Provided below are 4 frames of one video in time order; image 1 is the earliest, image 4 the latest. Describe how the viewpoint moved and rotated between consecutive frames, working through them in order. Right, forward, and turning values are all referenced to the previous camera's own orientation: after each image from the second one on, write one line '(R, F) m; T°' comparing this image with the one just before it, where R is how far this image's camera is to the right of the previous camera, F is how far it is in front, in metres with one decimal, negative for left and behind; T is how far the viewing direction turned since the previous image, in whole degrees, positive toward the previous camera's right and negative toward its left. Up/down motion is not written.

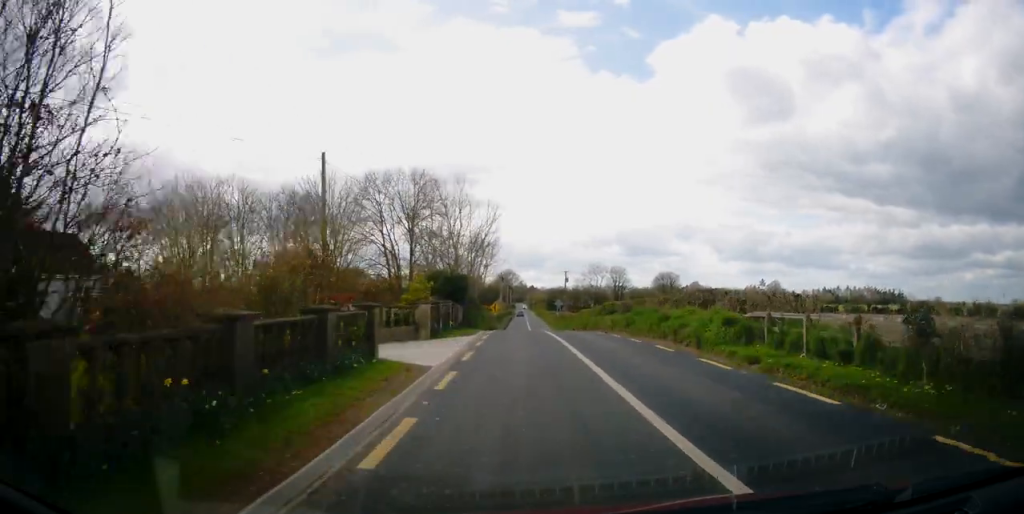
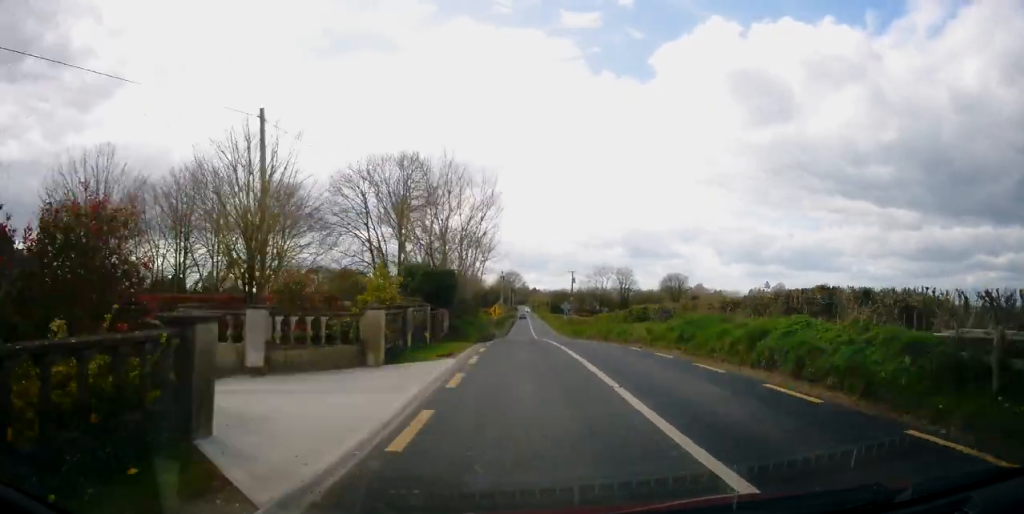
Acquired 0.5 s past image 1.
(0.0, +7.3) m; 0°
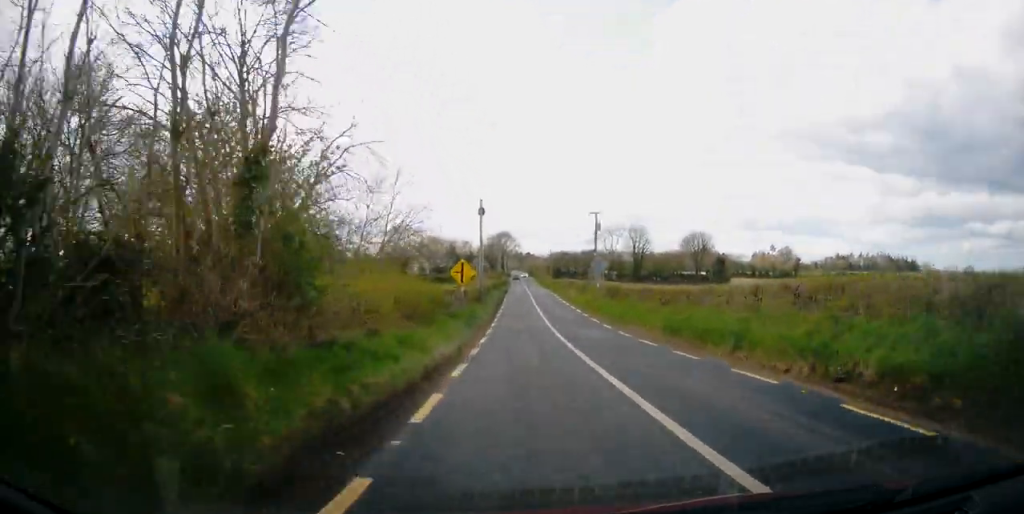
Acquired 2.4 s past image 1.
(-0.4, +30.6) m; 0°
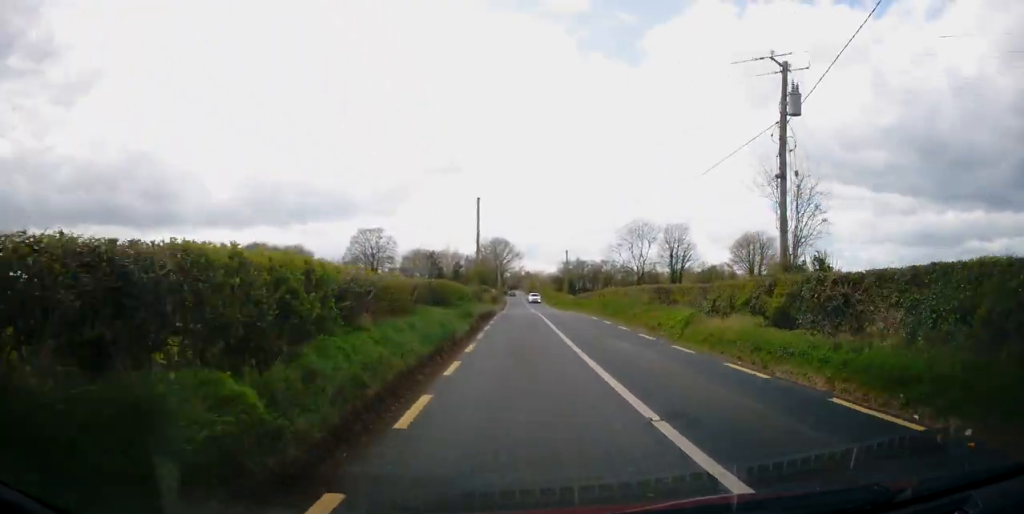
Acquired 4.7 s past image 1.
(+0.1, +40.1) m; -1°
